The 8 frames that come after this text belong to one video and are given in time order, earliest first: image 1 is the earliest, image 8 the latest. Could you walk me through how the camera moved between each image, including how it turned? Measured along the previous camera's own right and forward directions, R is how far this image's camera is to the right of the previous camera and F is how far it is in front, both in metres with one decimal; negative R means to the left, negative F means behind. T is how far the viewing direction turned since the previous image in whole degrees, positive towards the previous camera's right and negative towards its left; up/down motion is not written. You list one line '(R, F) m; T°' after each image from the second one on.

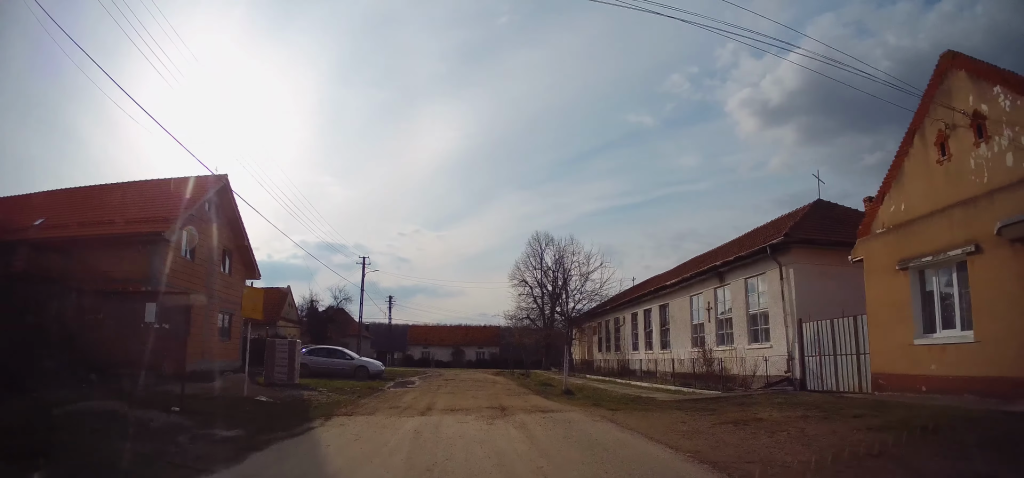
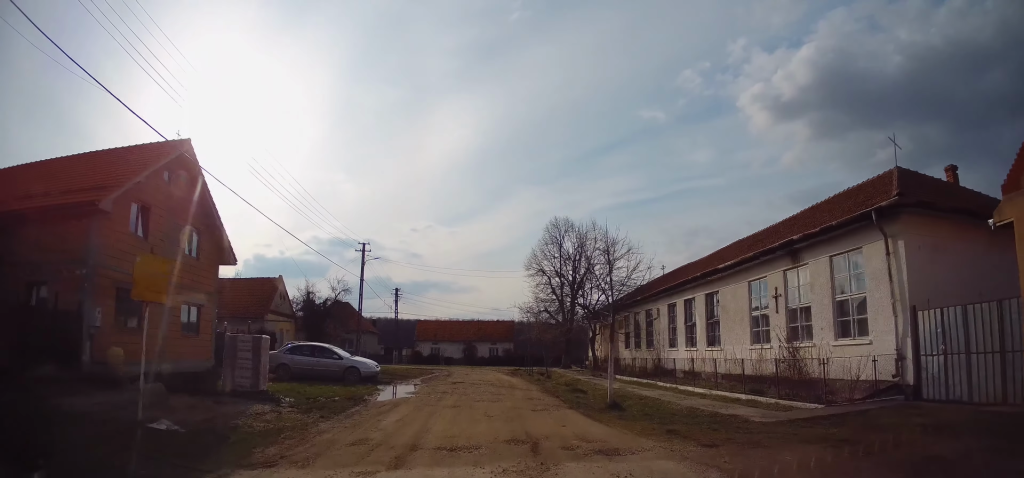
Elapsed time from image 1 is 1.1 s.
(-0.2, +4.1) m; -6°
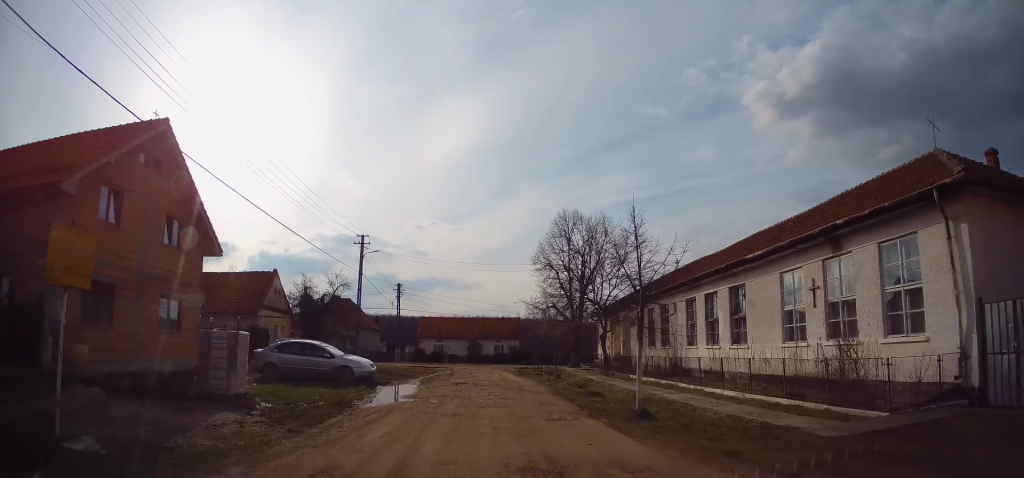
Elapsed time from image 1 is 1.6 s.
(-0.1, +2.0) m; -2°
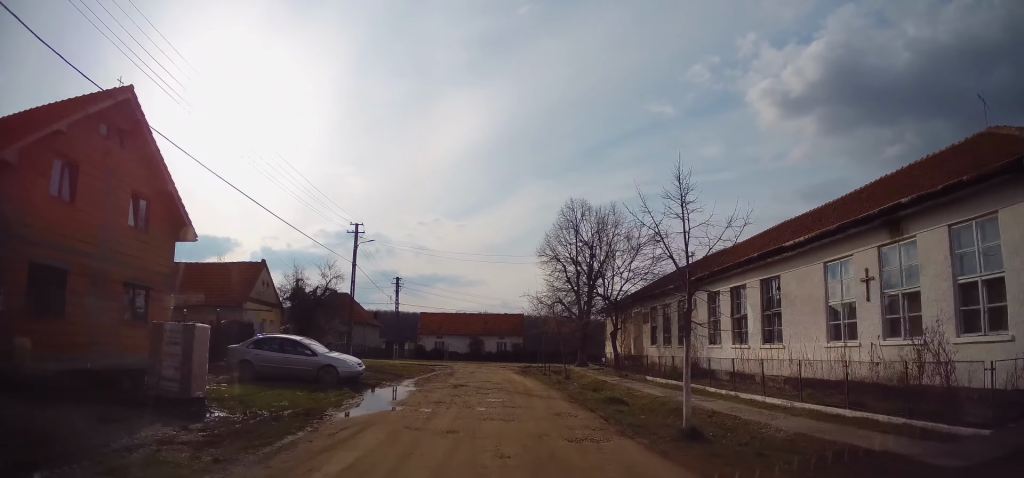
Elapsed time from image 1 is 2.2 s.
(0.0, +2.5) m; 0°
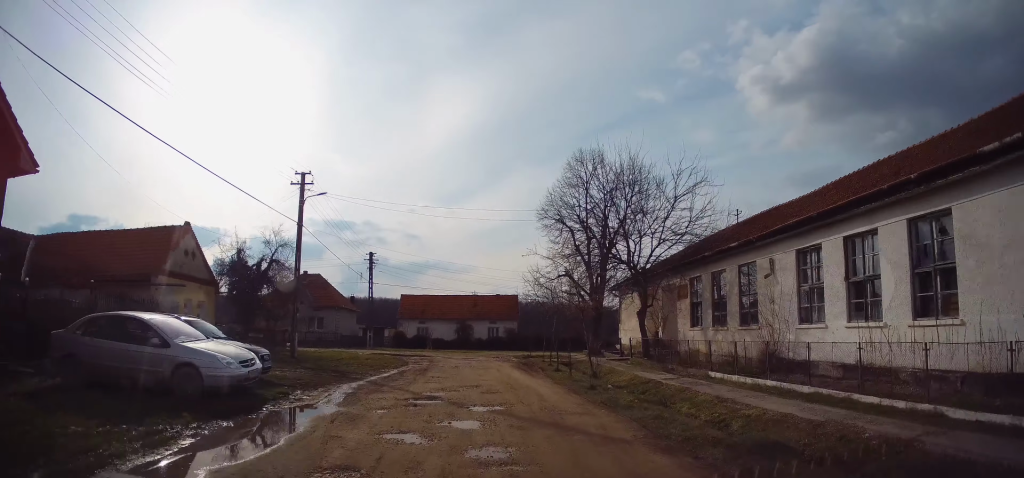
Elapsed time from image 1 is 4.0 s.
(+0.6, +7.5) m; +6°
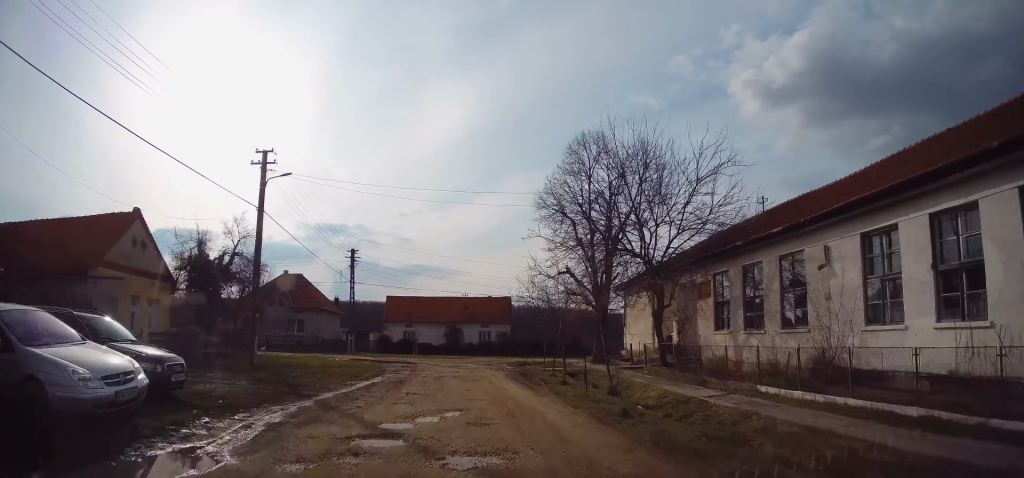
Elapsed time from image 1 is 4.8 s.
(0.0, +3.5) m; 0°
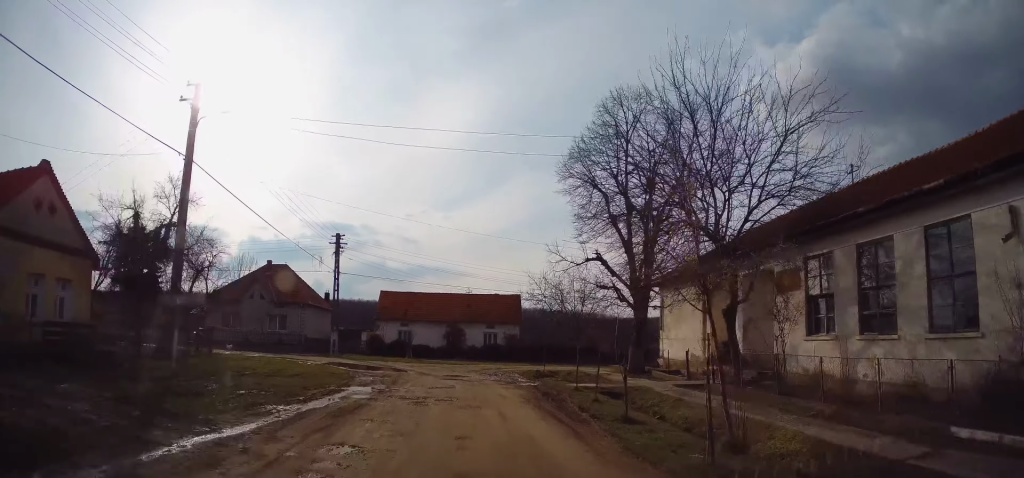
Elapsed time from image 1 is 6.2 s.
(+0.2, +6.3) m; +1°
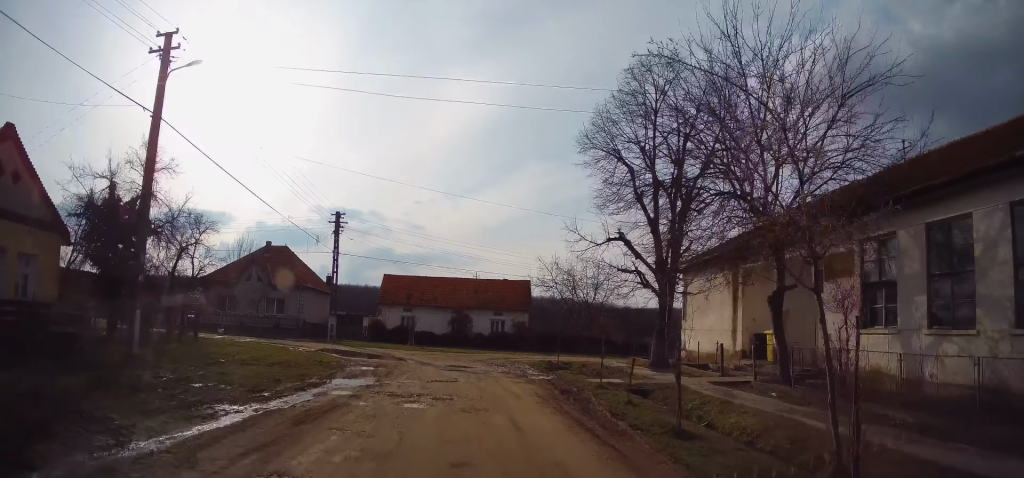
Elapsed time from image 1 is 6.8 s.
(-0.1, +2.2) m; -3°
